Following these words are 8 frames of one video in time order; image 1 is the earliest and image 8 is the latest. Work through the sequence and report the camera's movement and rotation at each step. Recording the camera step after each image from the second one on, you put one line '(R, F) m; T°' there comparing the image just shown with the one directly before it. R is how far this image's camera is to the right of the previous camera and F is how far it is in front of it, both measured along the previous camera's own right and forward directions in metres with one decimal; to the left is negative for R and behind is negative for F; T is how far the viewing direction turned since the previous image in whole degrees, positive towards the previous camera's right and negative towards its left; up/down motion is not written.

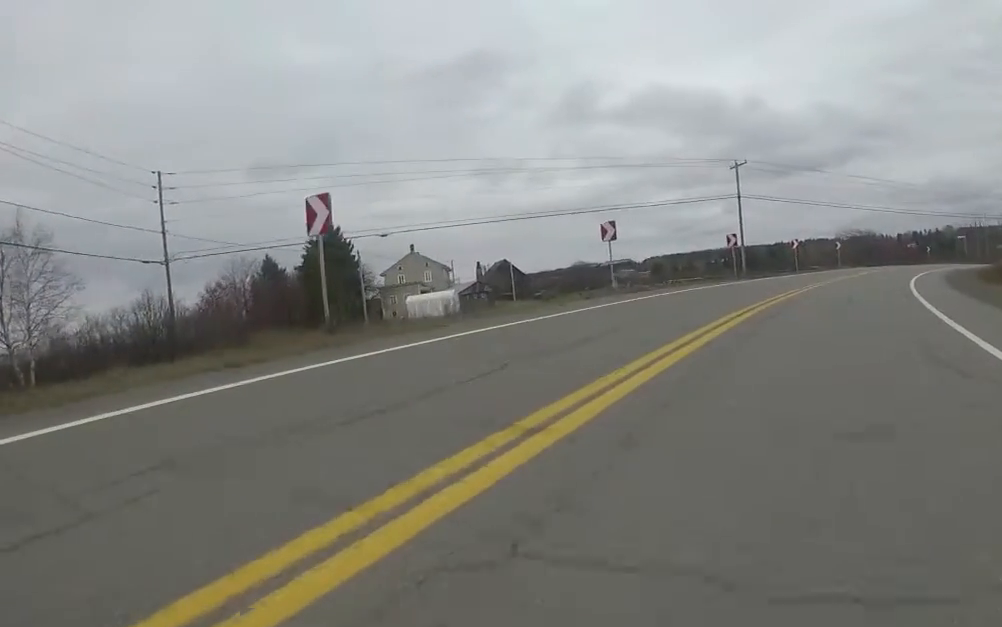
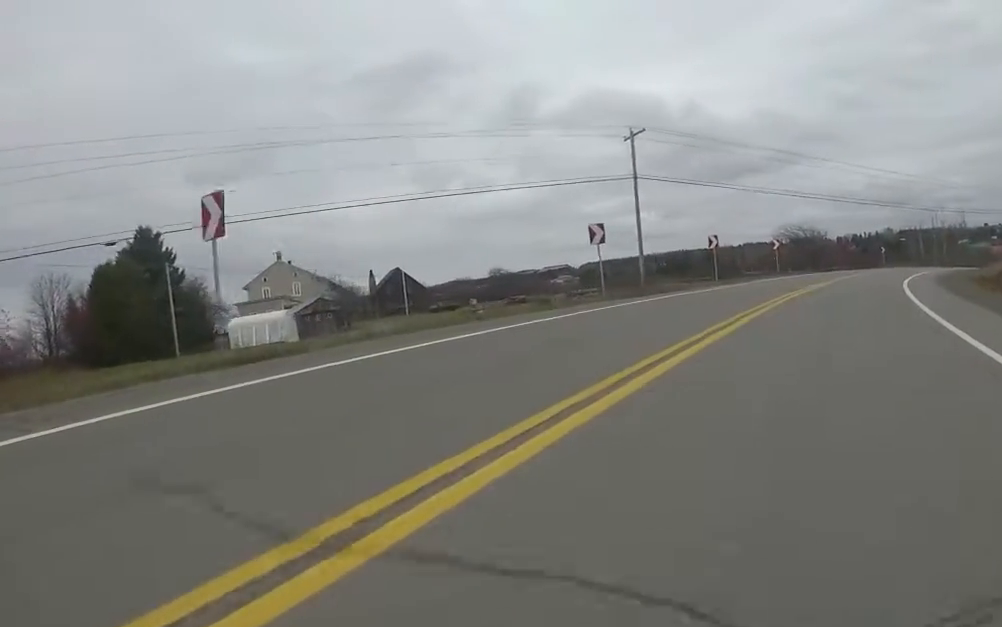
(0.0, +13.6) m; 0°
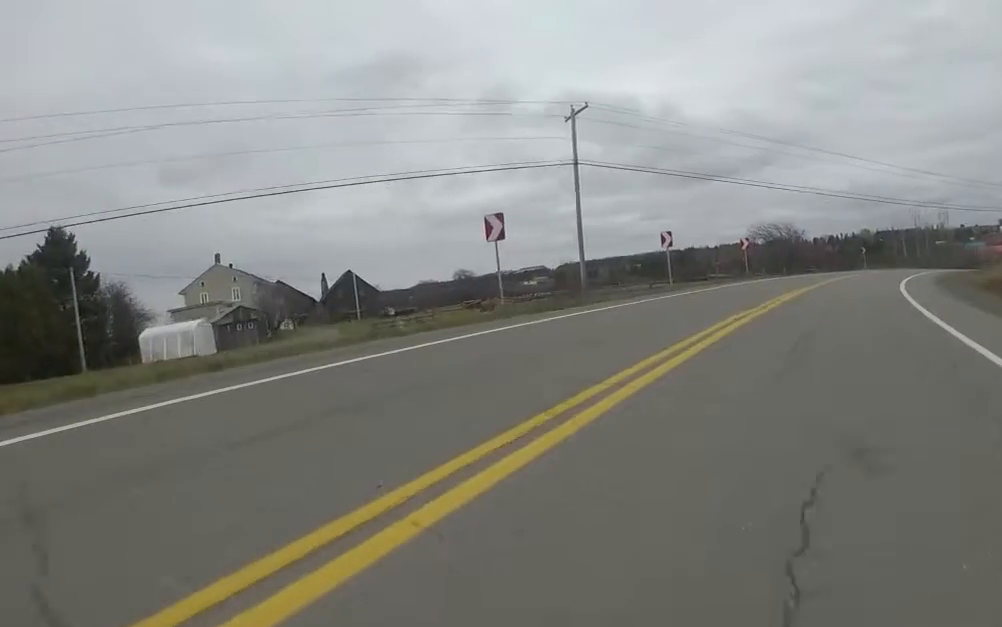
(0.0, +5.6) m; +1°
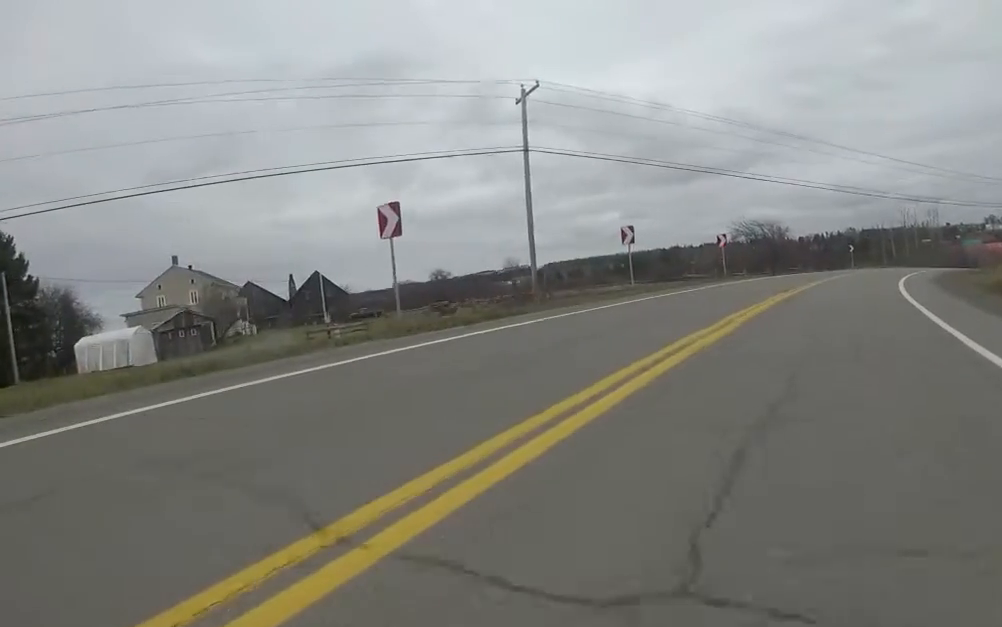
(0.0, +3.8) m; +7°
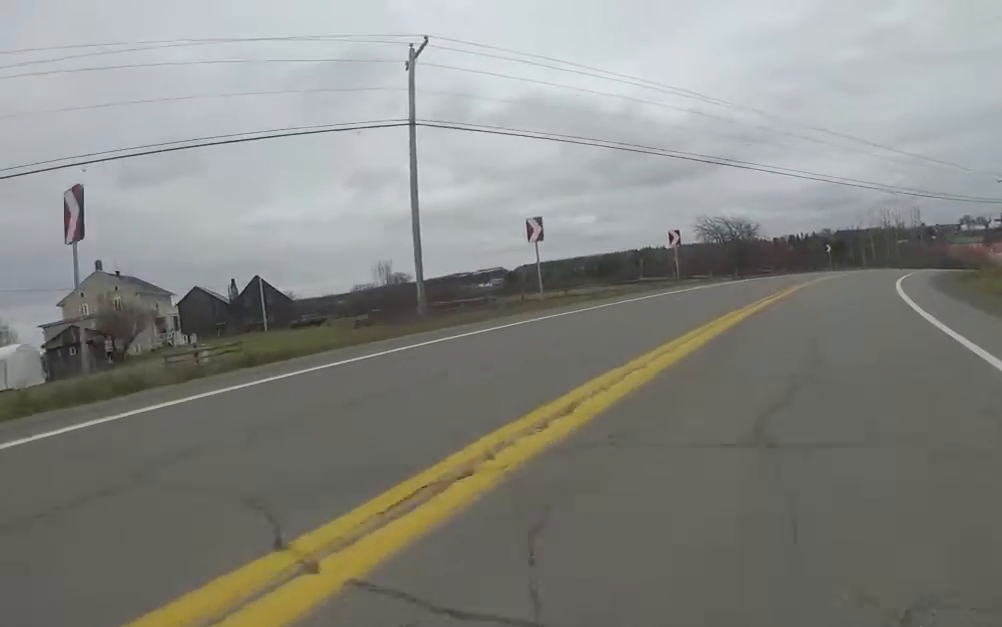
(+0.7, +6.1) m; +6°
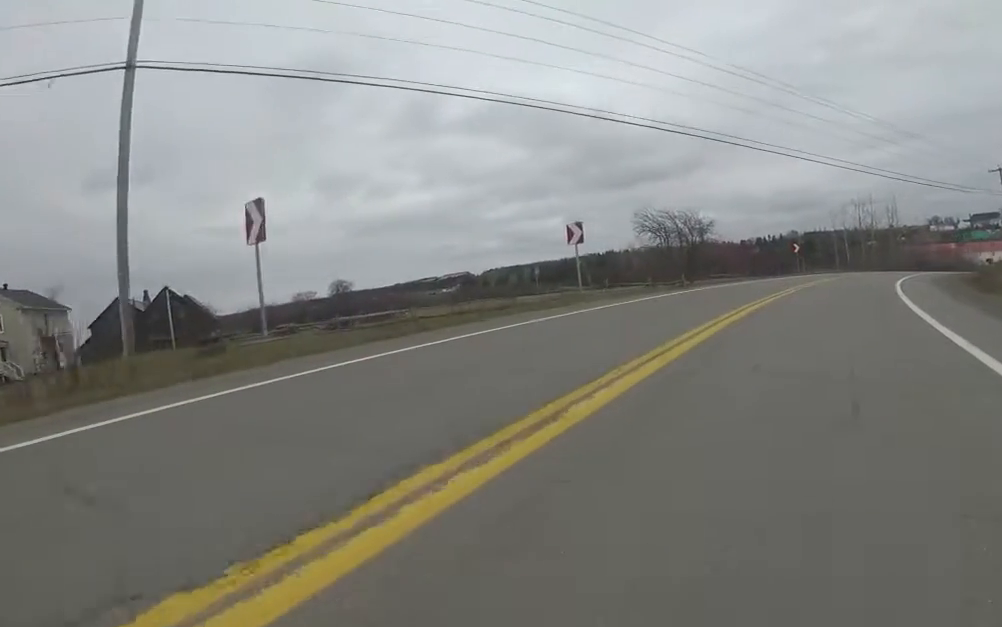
(-0.3, +8.8) m; +1°
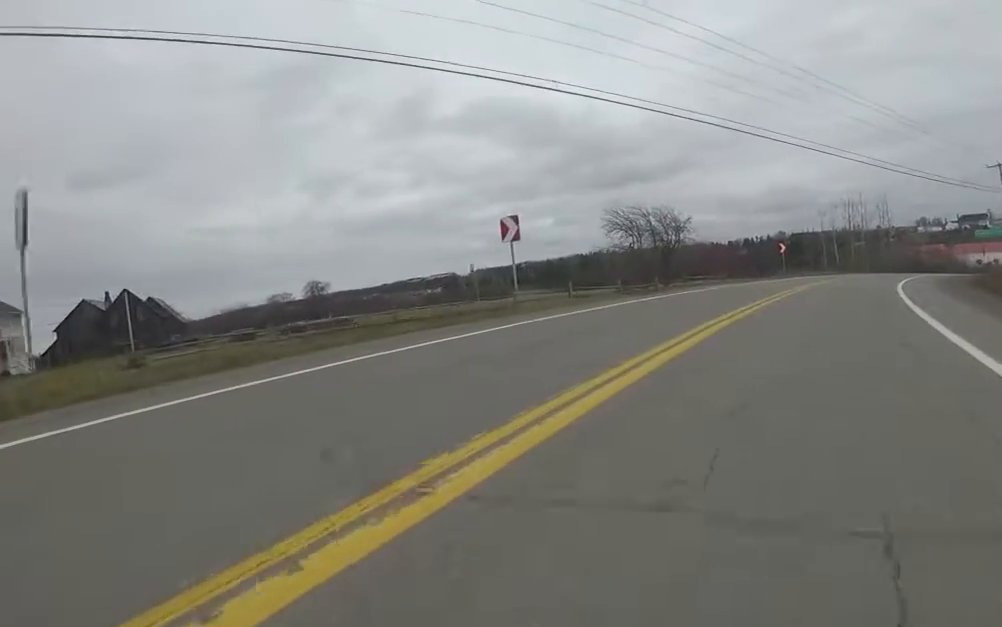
(+0.3, +3.7) m; 0°
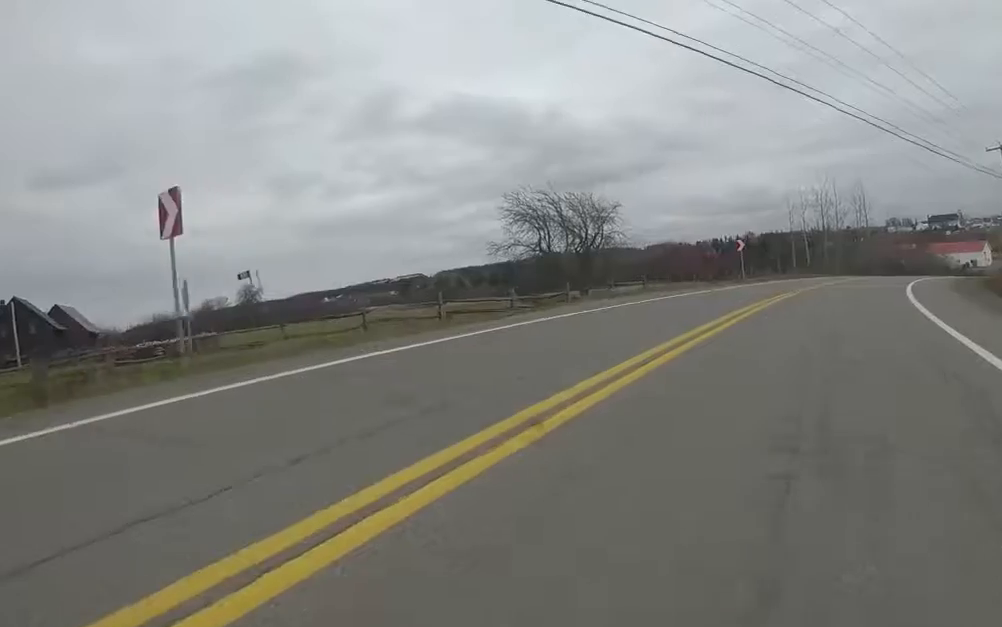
(-0.4, +9.5) m; 0°
